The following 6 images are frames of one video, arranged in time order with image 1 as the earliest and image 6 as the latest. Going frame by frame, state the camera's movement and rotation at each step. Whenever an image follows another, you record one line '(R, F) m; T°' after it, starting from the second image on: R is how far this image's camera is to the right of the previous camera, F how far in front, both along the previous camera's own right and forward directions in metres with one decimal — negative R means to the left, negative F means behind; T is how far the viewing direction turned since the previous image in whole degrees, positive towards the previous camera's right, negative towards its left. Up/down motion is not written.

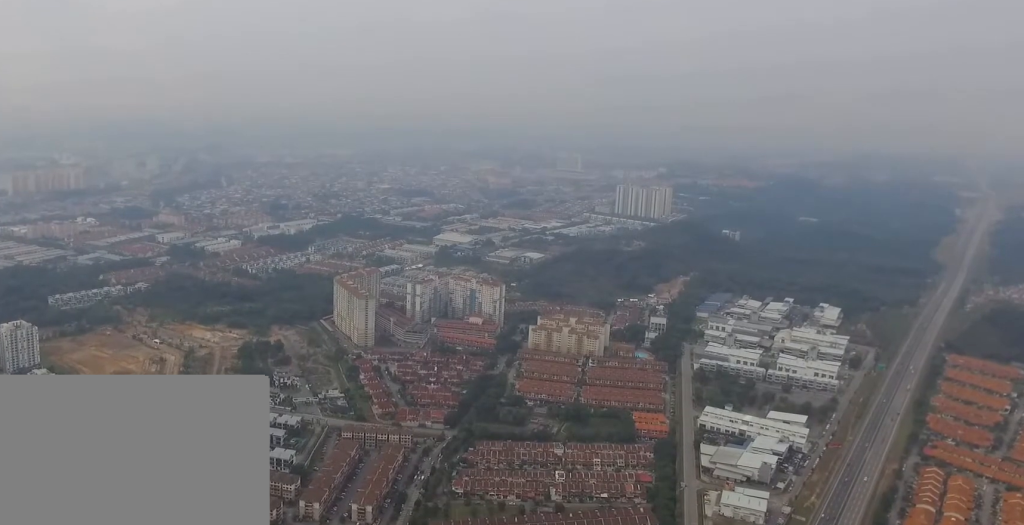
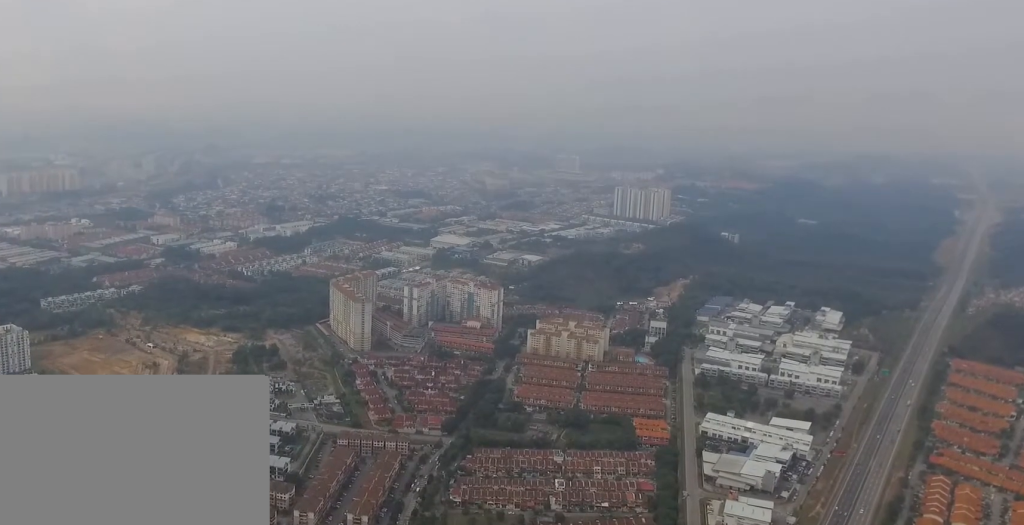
(0.0, +2.9) m; 0°
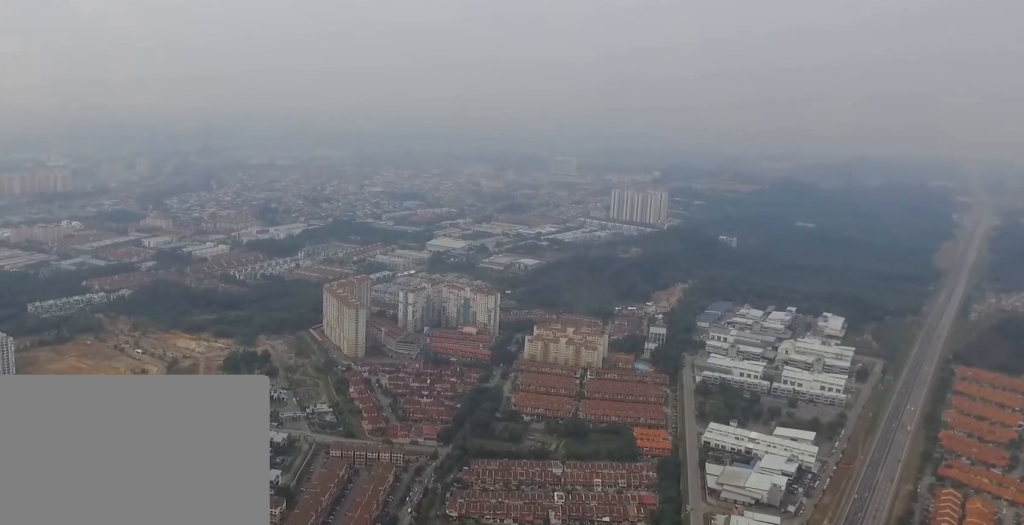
(0.0, +8.2) m; 0°
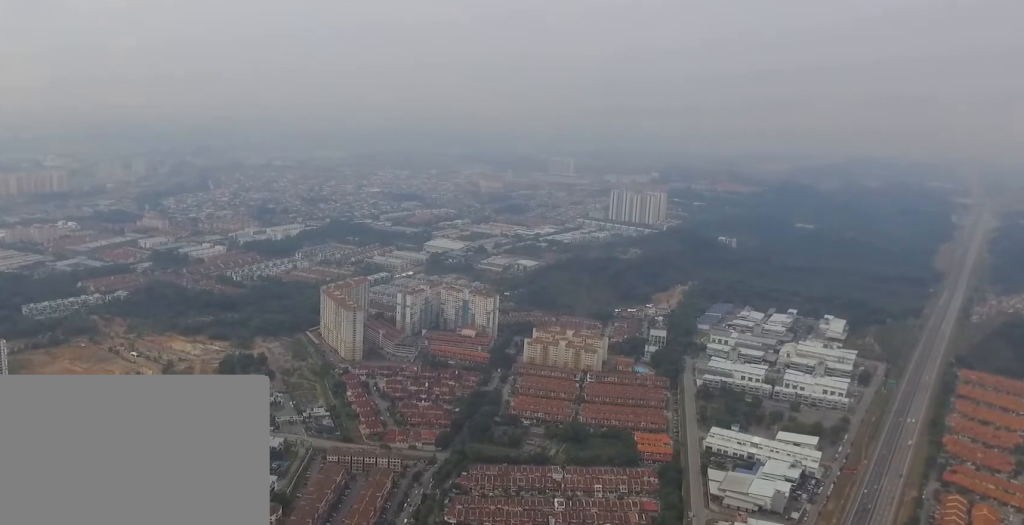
(0.0, +8.3) m; 0°
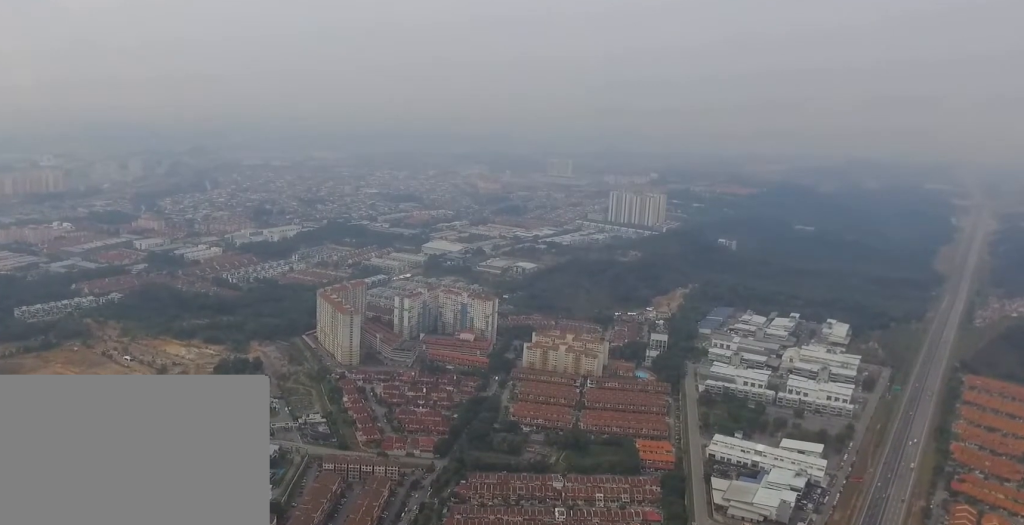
(0.0, +14.5) m; 0°
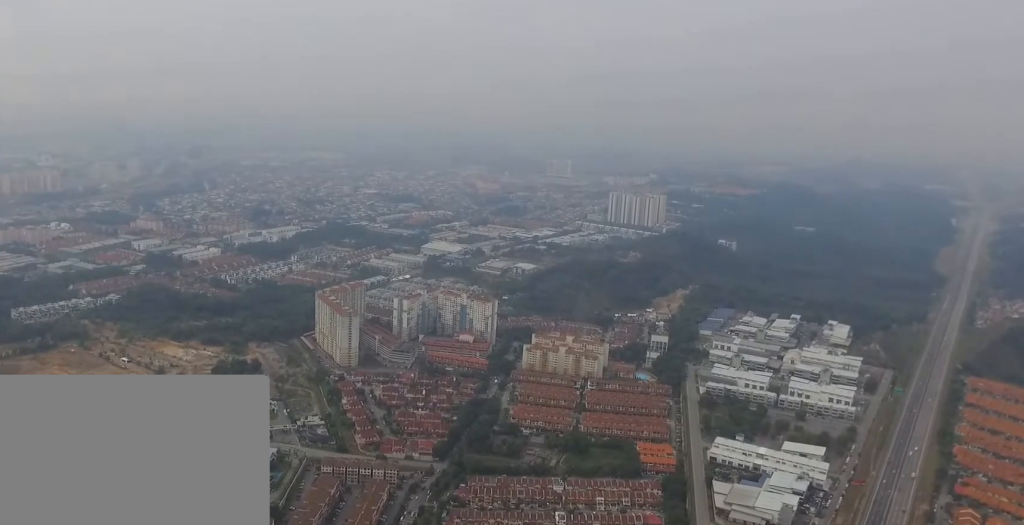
(0.0, +6.4) m; 0°
